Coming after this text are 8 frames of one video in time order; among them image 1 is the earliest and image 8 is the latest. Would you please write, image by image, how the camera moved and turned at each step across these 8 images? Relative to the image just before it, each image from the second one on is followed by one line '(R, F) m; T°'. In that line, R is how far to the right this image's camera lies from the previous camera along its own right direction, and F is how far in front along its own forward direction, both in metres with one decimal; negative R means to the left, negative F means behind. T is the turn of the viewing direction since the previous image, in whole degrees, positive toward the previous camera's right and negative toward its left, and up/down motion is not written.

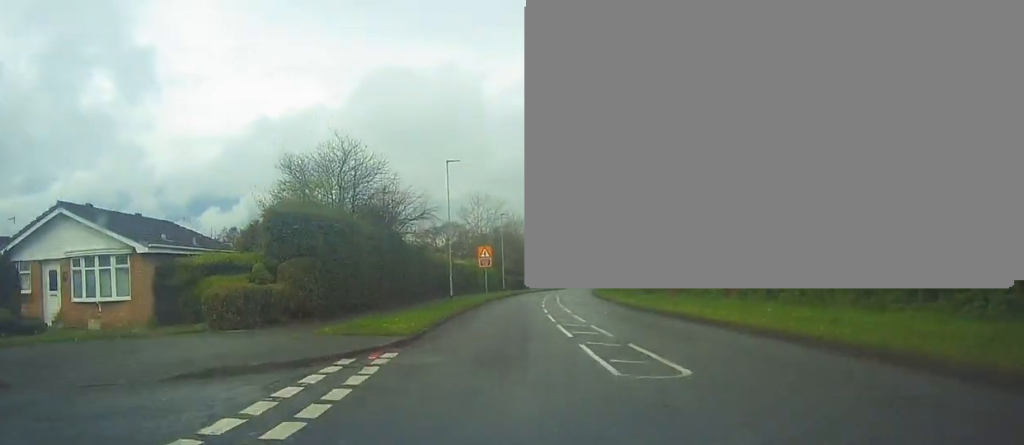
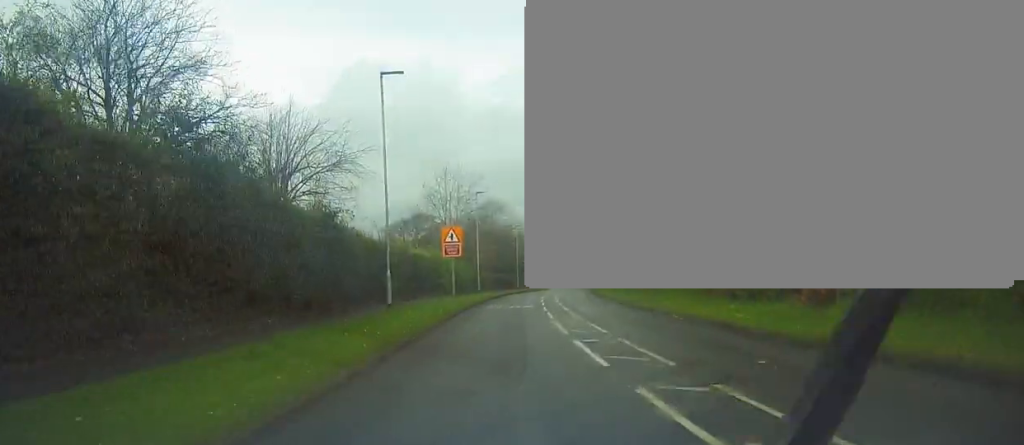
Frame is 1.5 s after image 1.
(+0.4, +17.4) m; +1°
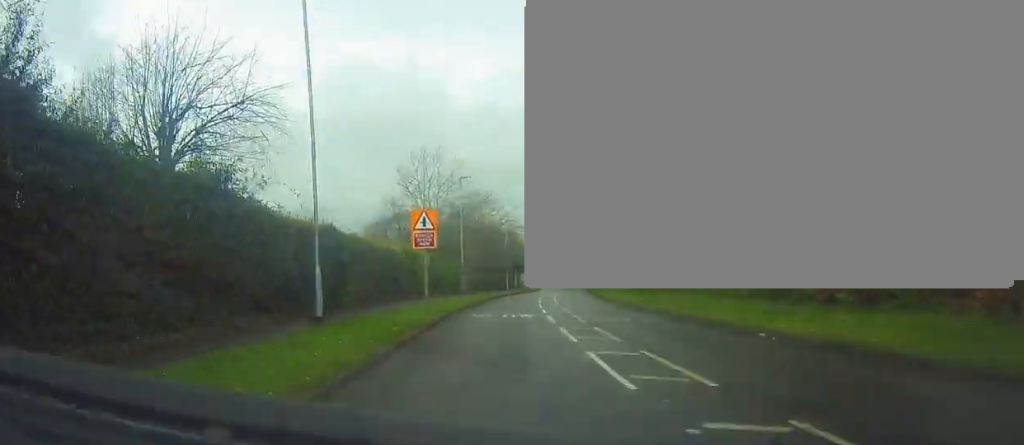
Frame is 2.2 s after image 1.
(0.0, +8.3) m; +1°
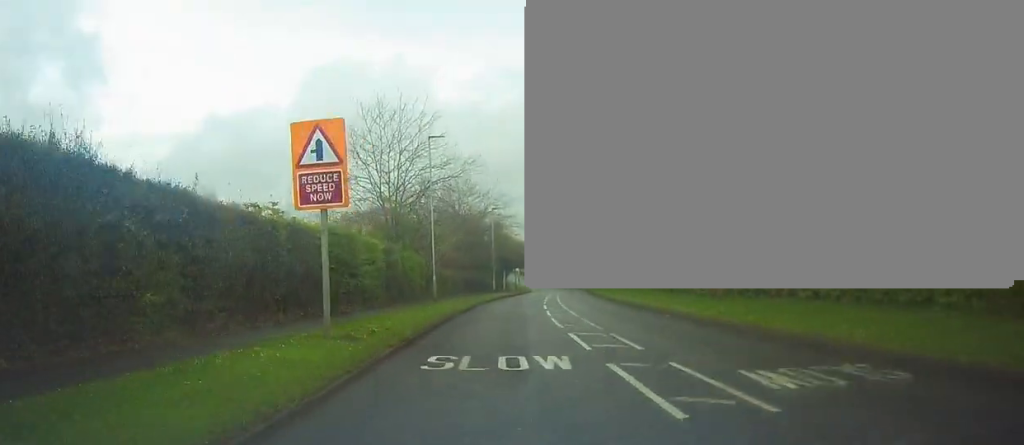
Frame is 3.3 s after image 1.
(+0.2, +13.7) m; +3°
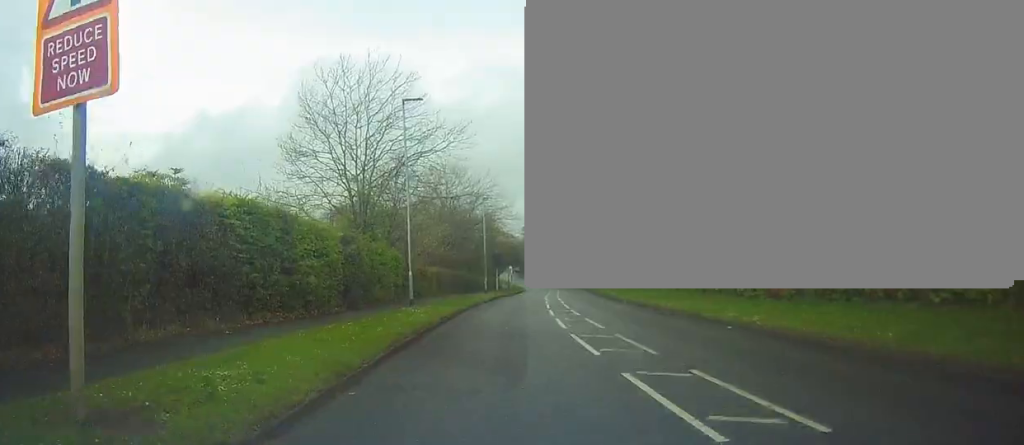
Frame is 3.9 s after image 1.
(+0.1, +7.1) m; +1°
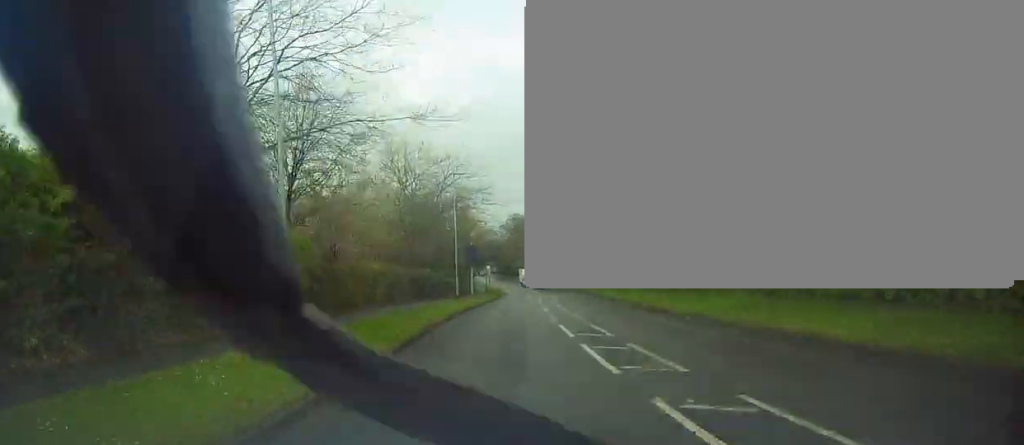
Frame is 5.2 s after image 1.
(+0.1, +14.5) m; +1°
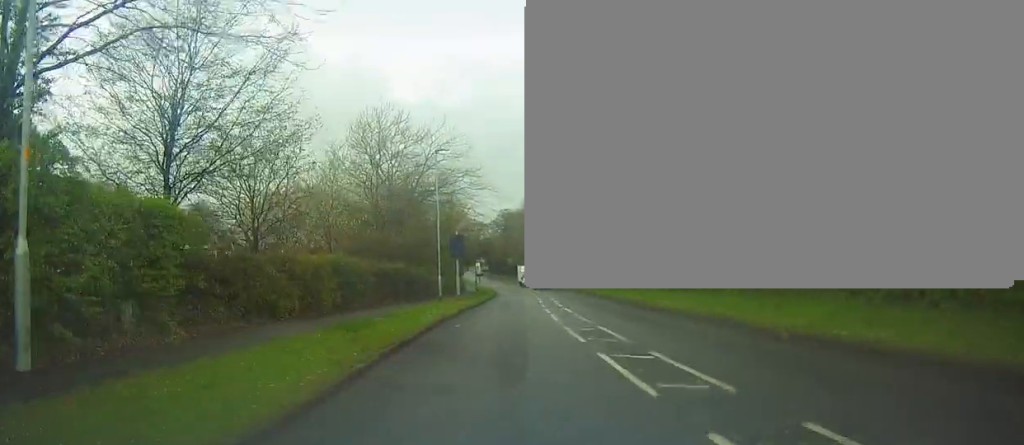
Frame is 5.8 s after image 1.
(-0.2, +7.9) m; +1°
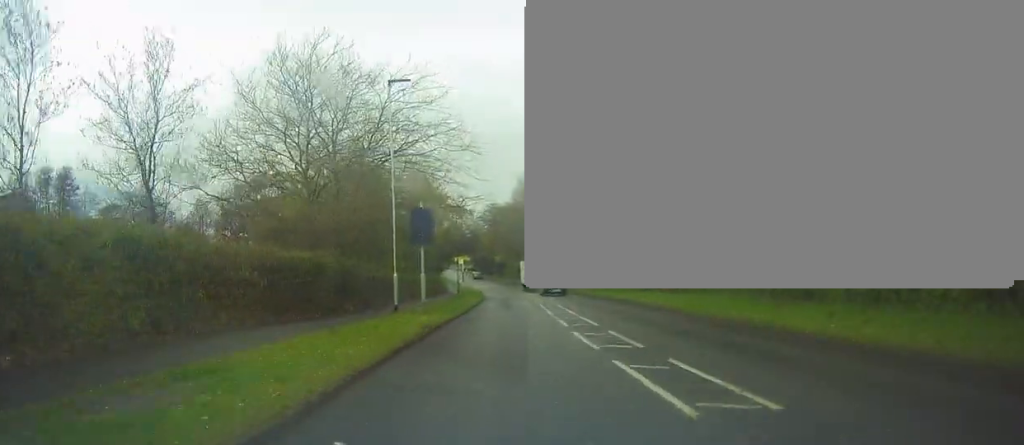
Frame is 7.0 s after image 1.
(+0.6, +13.4) m; +2°
